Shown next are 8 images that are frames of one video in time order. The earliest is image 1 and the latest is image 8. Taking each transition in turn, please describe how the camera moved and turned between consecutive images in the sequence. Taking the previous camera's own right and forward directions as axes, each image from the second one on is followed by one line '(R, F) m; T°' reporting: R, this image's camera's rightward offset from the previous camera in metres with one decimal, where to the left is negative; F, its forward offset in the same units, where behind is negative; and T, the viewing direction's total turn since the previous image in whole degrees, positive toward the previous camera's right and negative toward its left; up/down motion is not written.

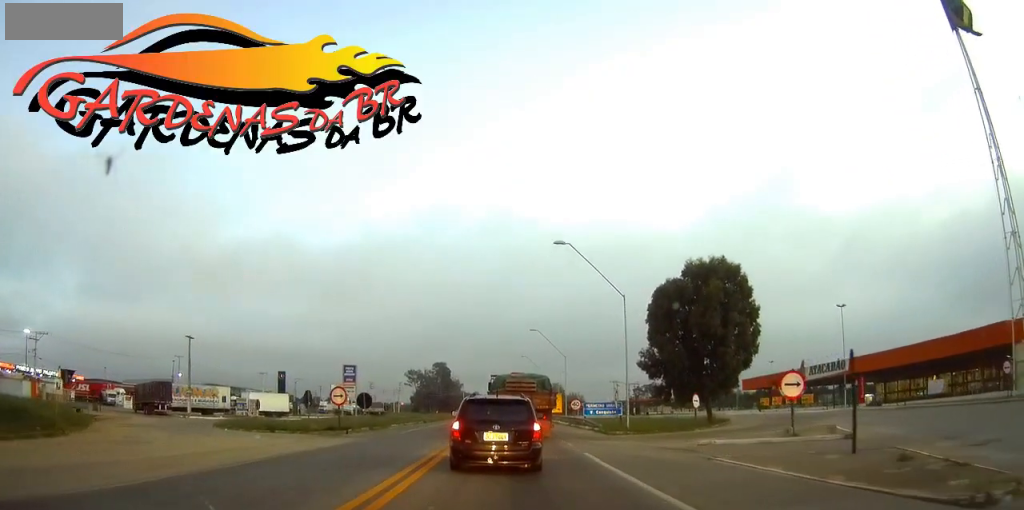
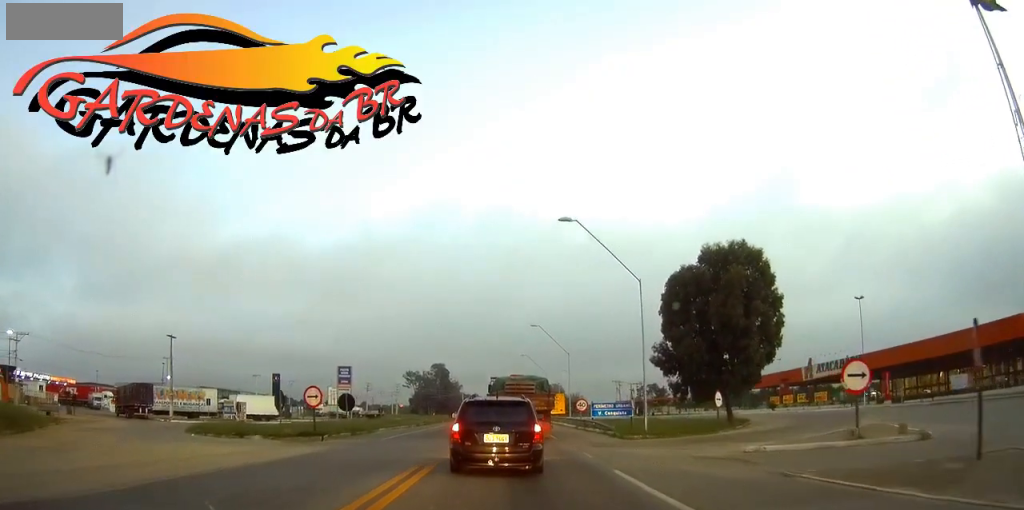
(0.0, +4.7) m; -1°
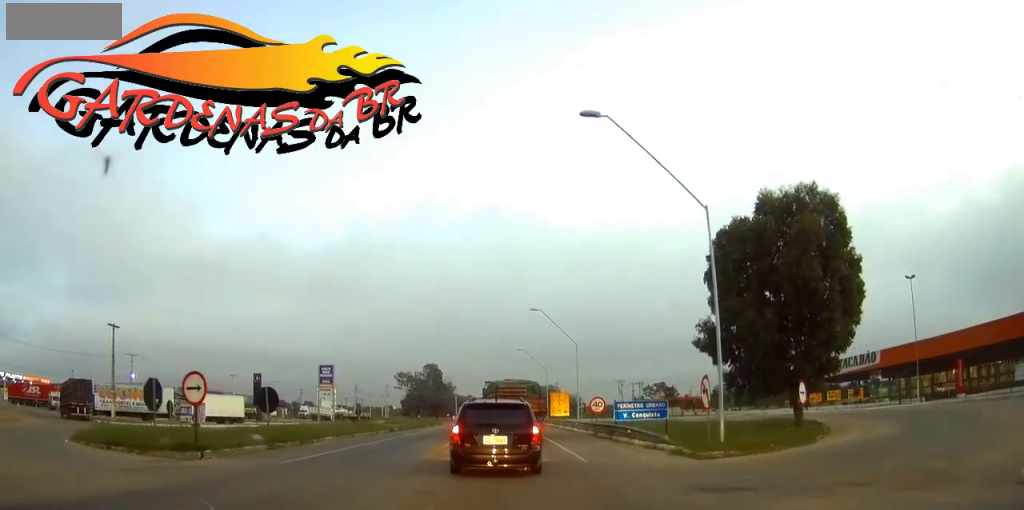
(-0.1, +12.0) m; -2°
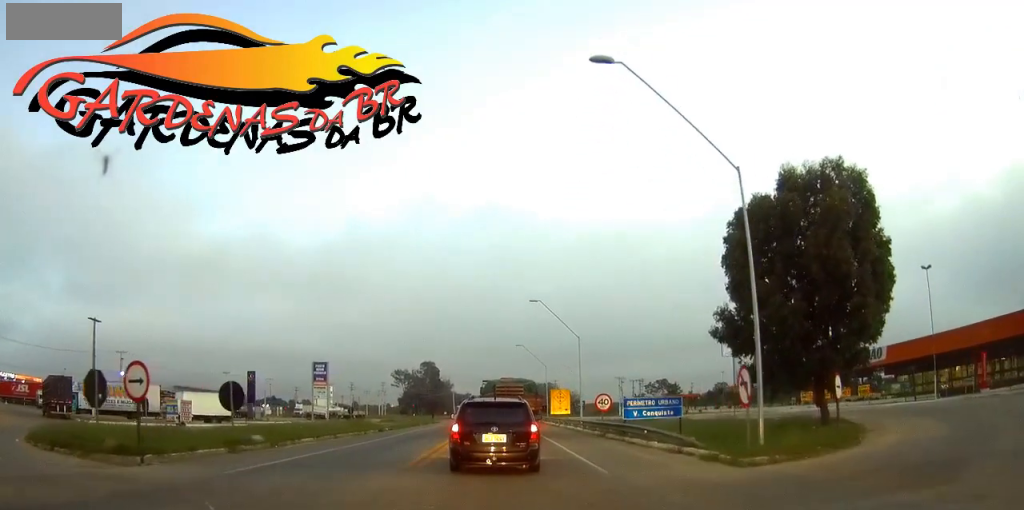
(-0.1, +3.3) m; 0°
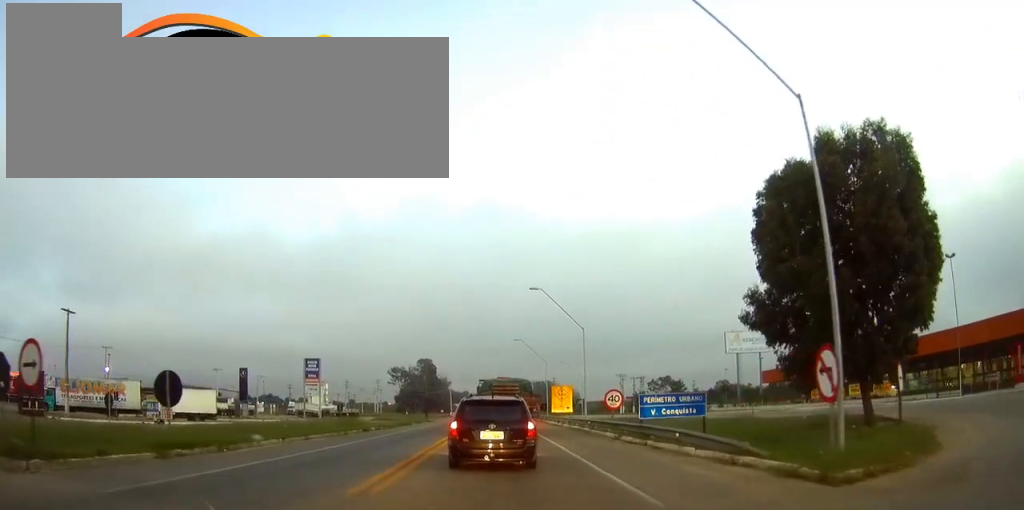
(-0.1, +4.5) m; +1°
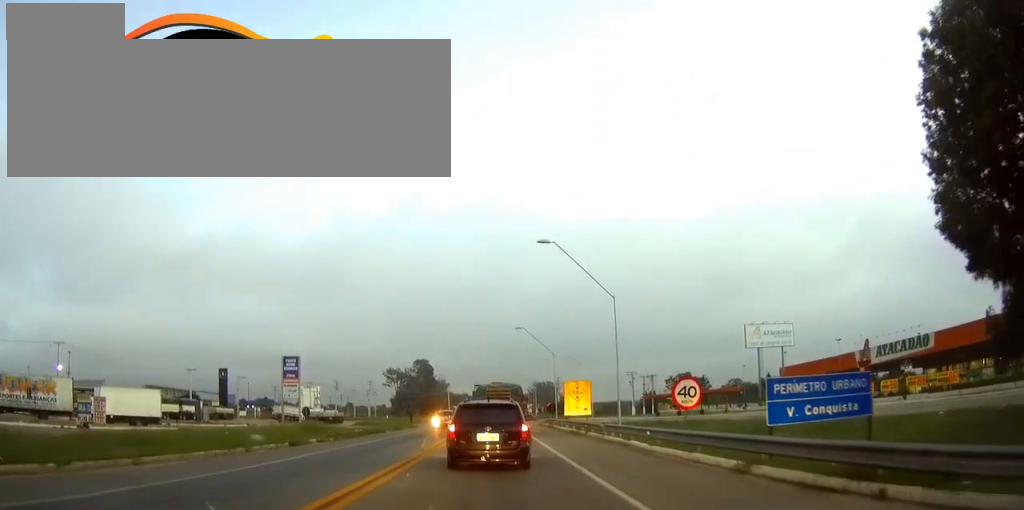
(+0.4, +14.1) m; +1°
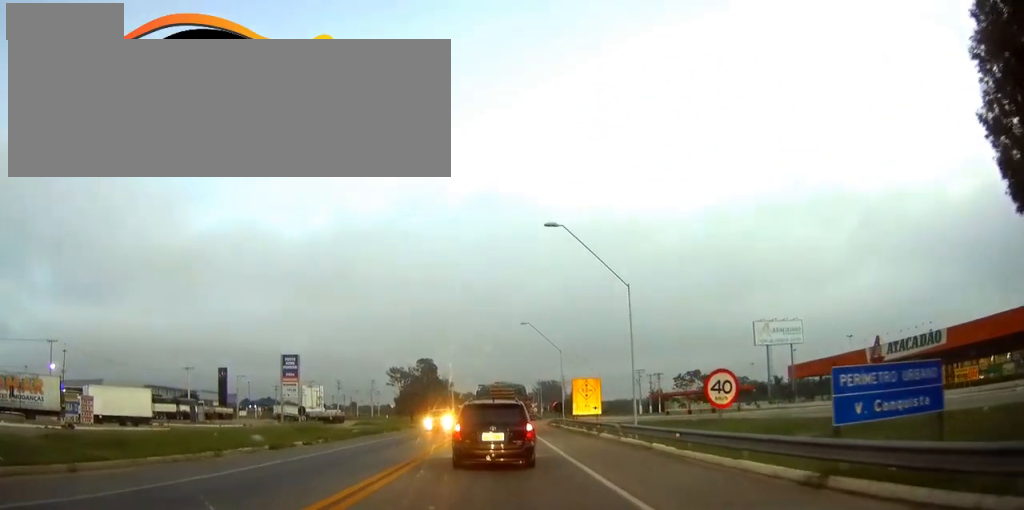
(0.0, +2.9) m; 0°
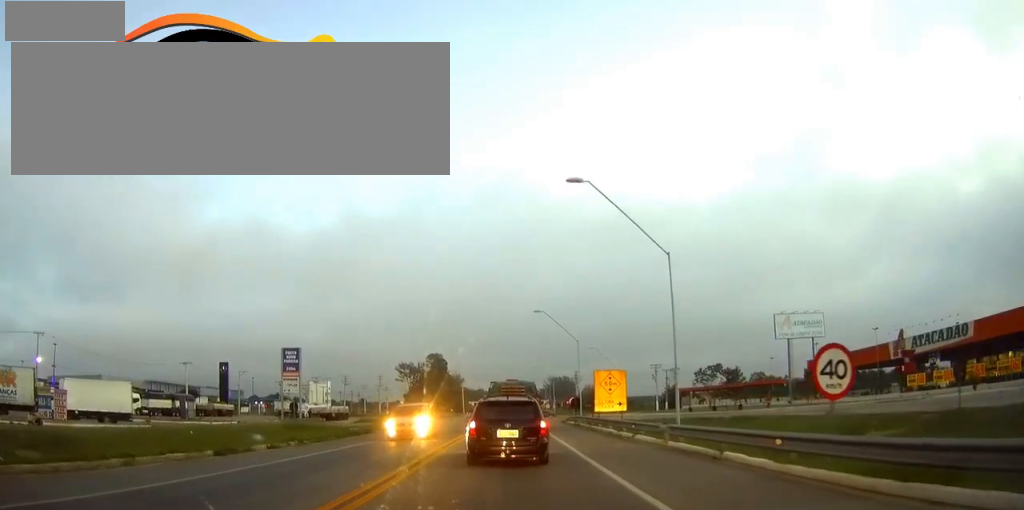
(0.0, +5.9) m; 0°
